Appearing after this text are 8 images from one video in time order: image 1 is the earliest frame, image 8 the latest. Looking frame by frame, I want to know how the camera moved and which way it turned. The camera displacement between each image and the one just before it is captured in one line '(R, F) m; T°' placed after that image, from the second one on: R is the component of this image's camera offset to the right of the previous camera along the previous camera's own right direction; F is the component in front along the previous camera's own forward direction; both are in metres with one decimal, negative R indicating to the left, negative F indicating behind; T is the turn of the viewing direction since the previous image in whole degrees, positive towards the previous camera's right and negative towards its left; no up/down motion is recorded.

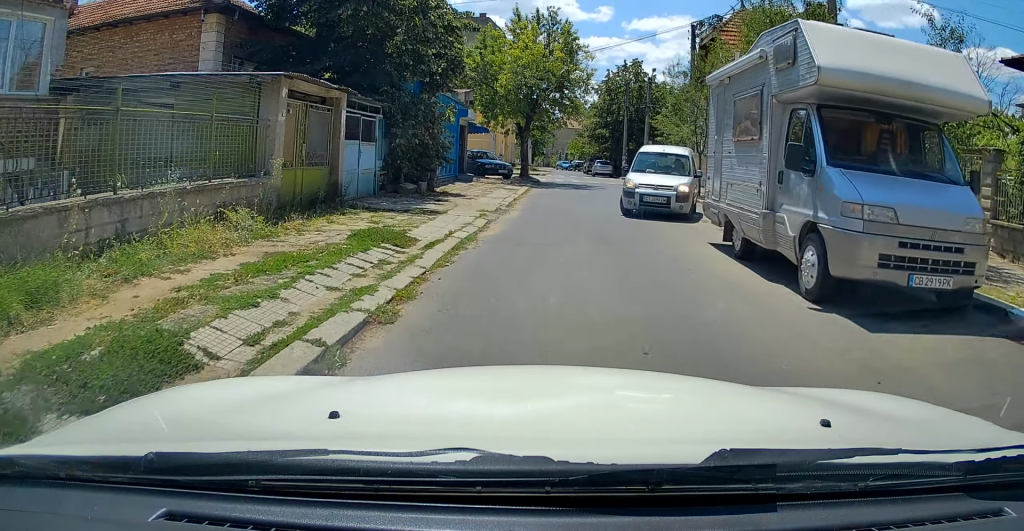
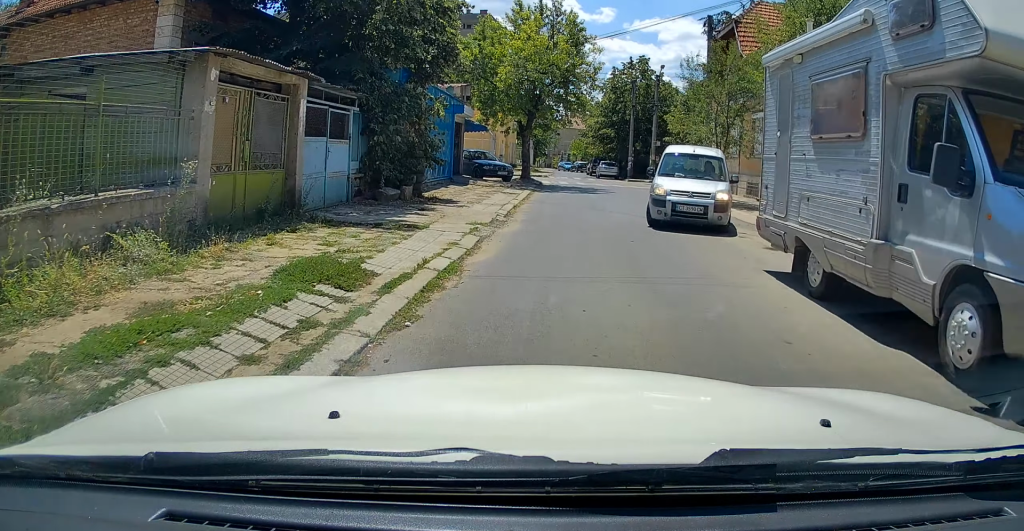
(0.0, +2.5) m; -1°
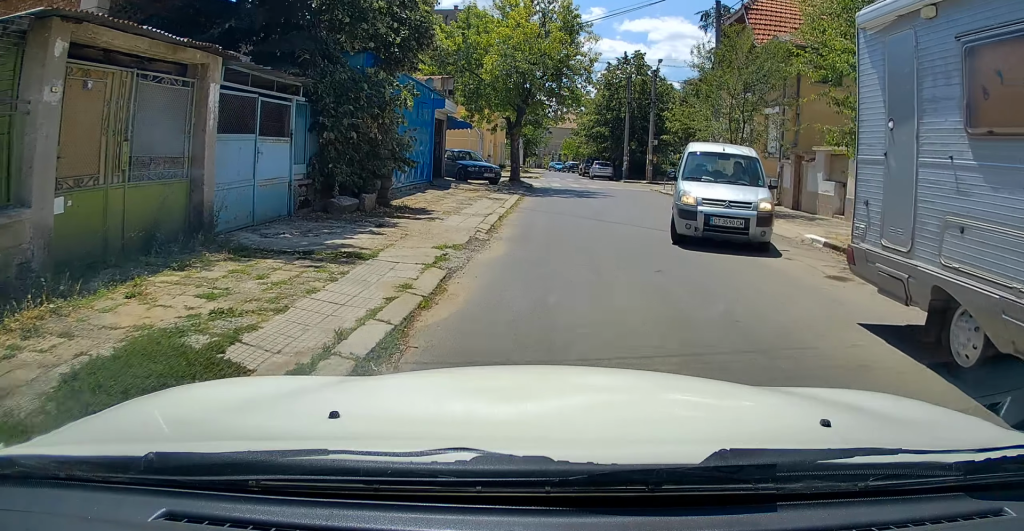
(0.0, +2.6) m; -1°
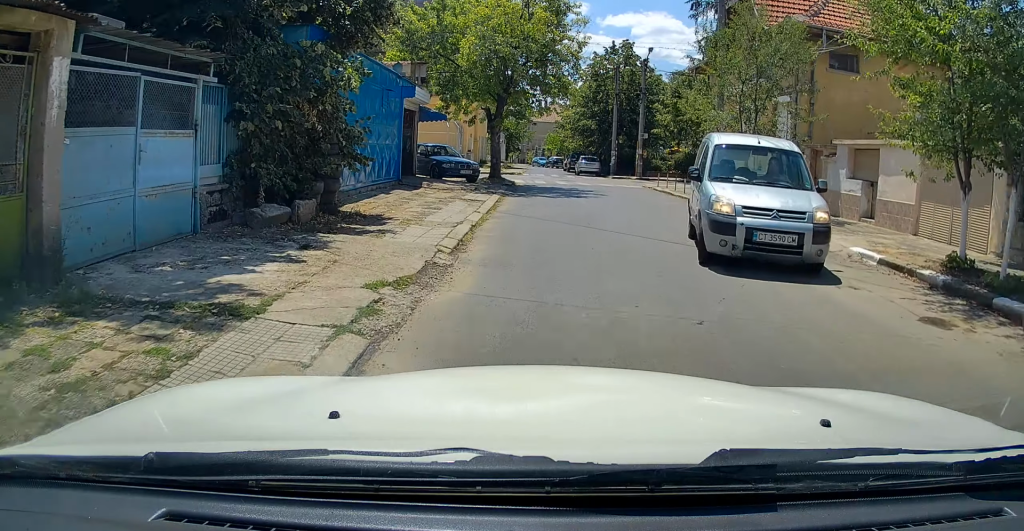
(-0.1, +2.5) m; -1°
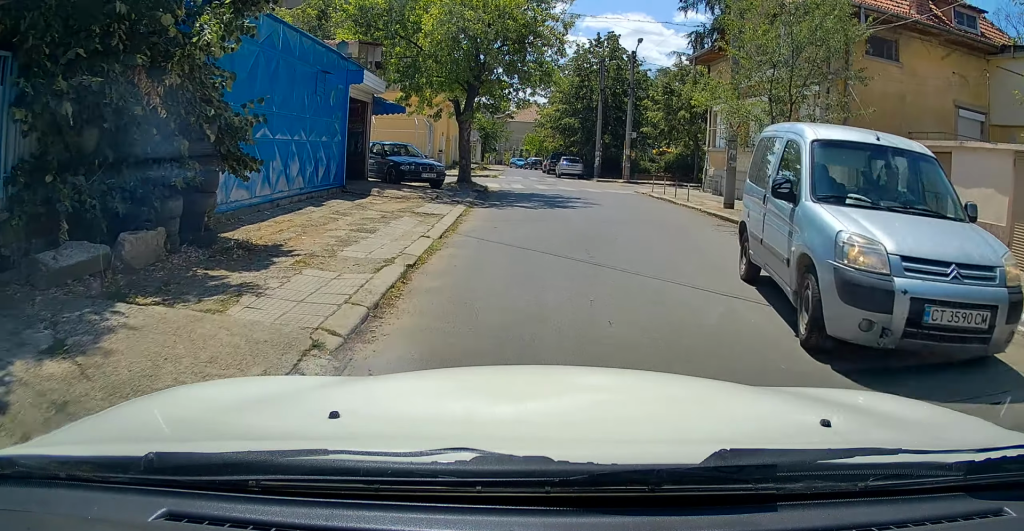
(0.0, +3.9) m; 0°
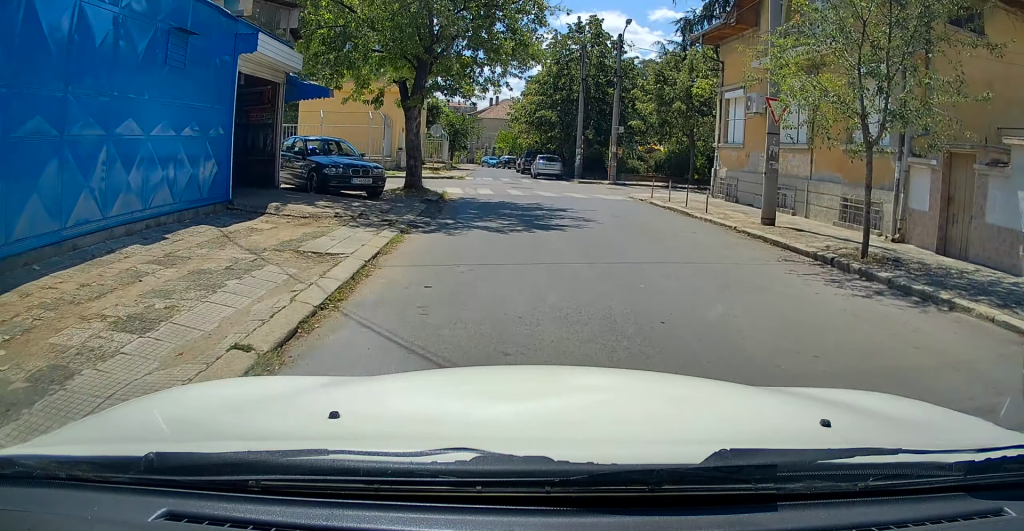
(0.0, +5.0) m; +2°
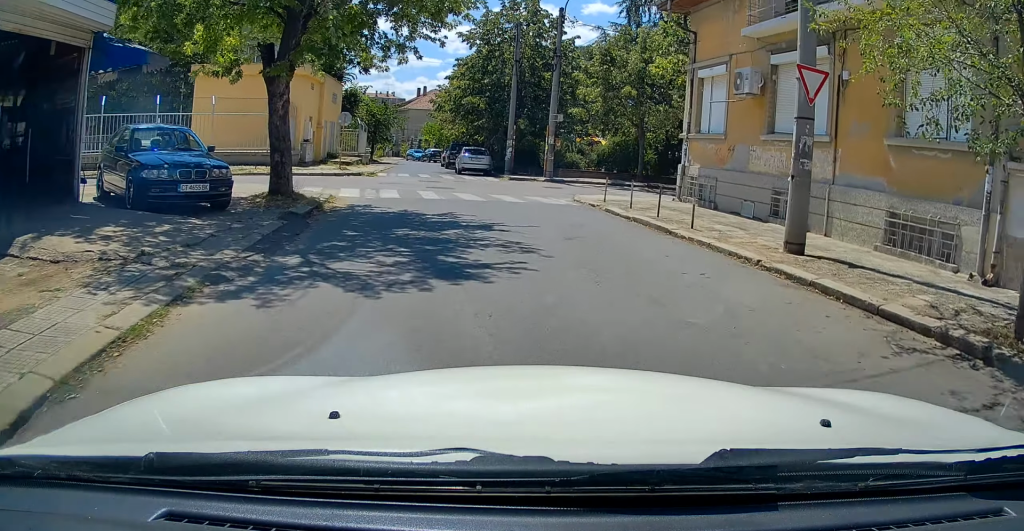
(+0.1, +4.8) m; +3°
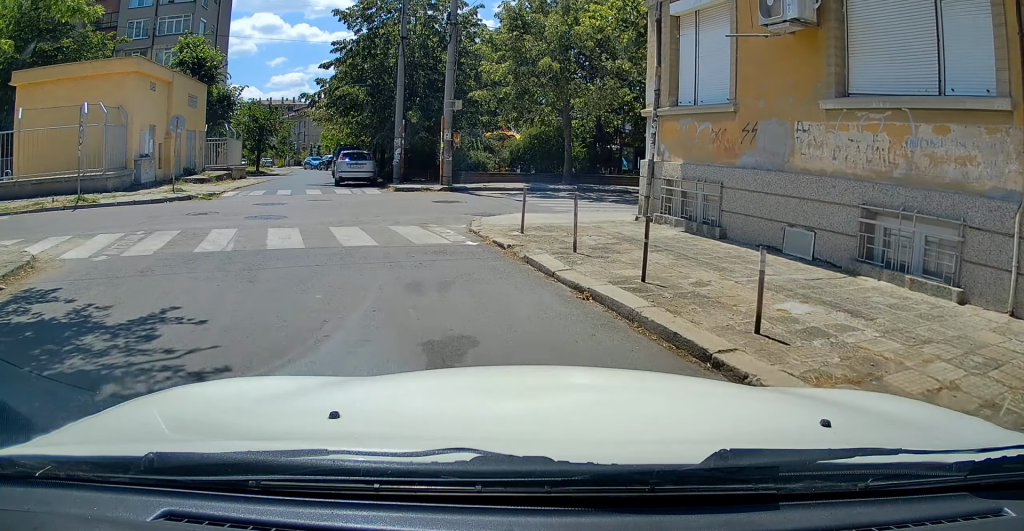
(+0.8, +7.7) m; +10°
